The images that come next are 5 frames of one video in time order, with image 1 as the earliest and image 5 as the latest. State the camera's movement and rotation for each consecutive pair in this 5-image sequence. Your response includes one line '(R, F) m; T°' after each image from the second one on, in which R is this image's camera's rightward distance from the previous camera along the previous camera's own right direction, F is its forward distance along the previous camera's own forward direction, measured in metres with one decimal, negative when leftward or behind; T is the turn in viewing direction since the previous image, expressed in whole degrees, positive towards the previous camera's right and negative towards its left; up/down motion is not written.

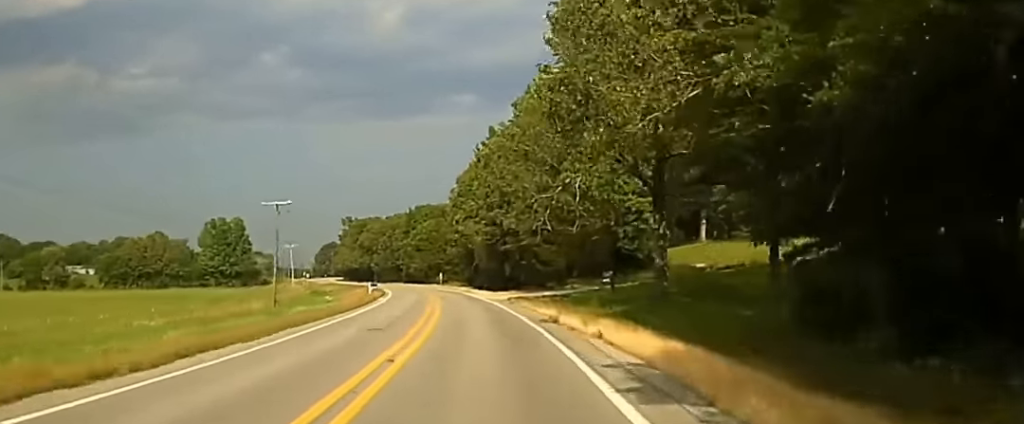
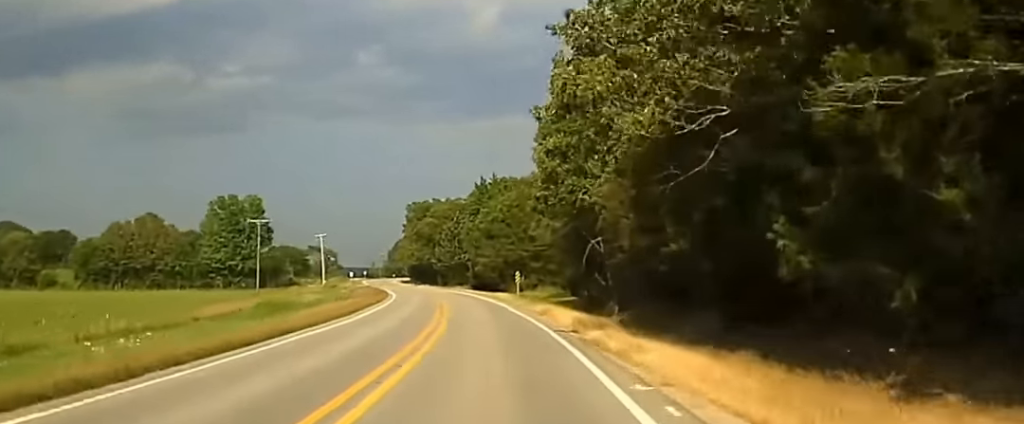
(-2.4, +76.0) m; -5°
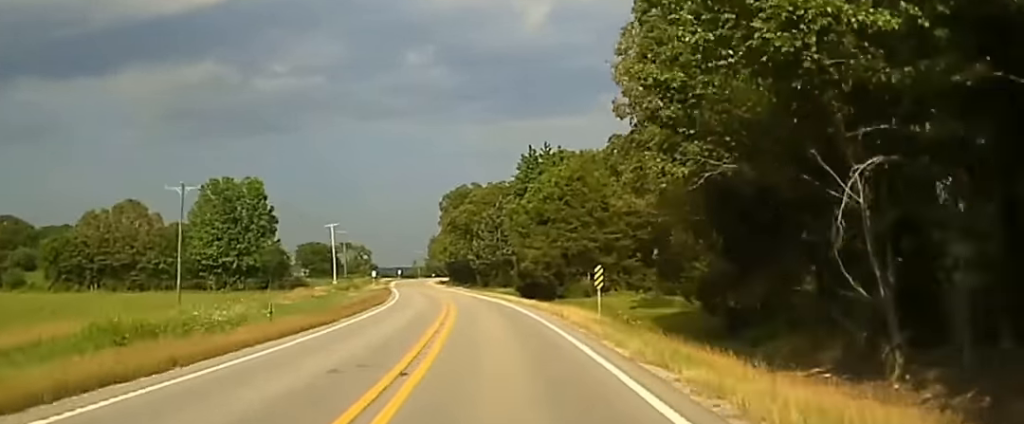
(-1.0, +35.8) m; -3°
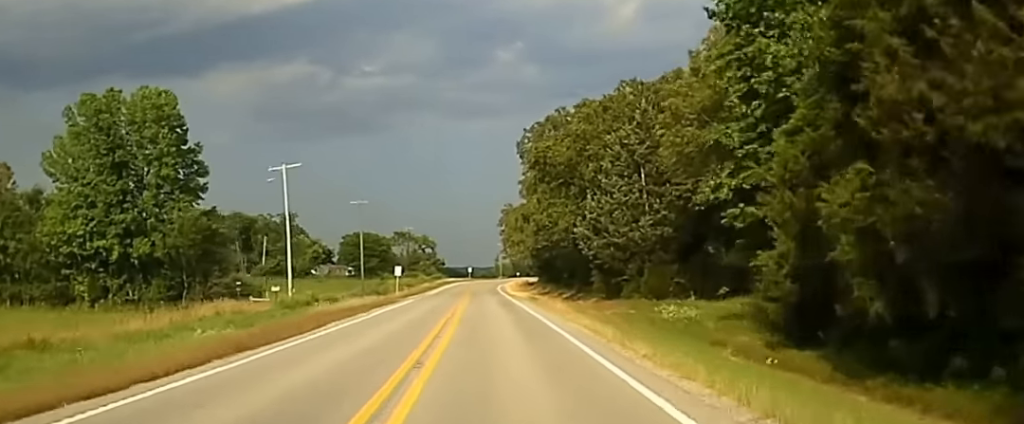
(-3.8, +85.3) m; -5°
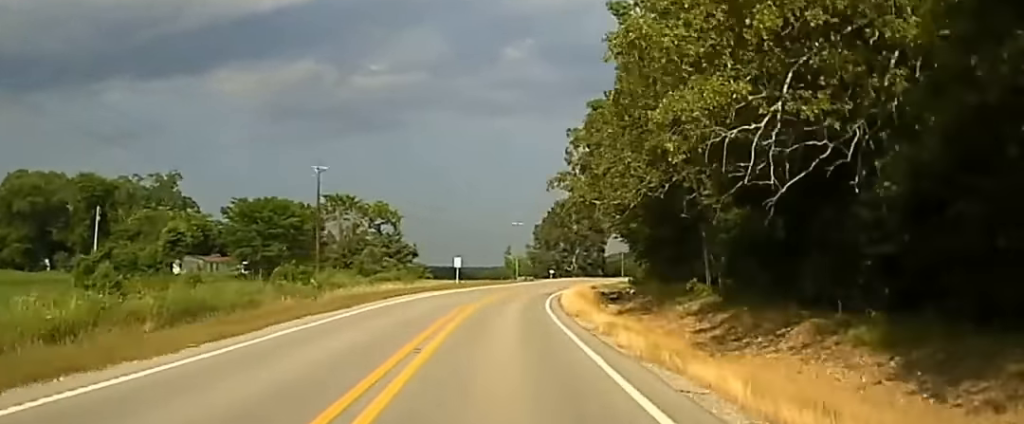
(-2.9, +118.2) m; -1°
